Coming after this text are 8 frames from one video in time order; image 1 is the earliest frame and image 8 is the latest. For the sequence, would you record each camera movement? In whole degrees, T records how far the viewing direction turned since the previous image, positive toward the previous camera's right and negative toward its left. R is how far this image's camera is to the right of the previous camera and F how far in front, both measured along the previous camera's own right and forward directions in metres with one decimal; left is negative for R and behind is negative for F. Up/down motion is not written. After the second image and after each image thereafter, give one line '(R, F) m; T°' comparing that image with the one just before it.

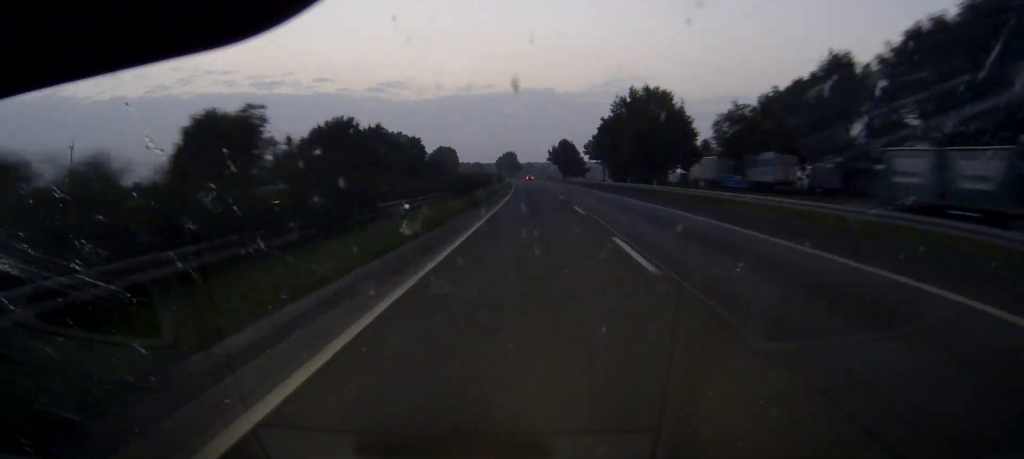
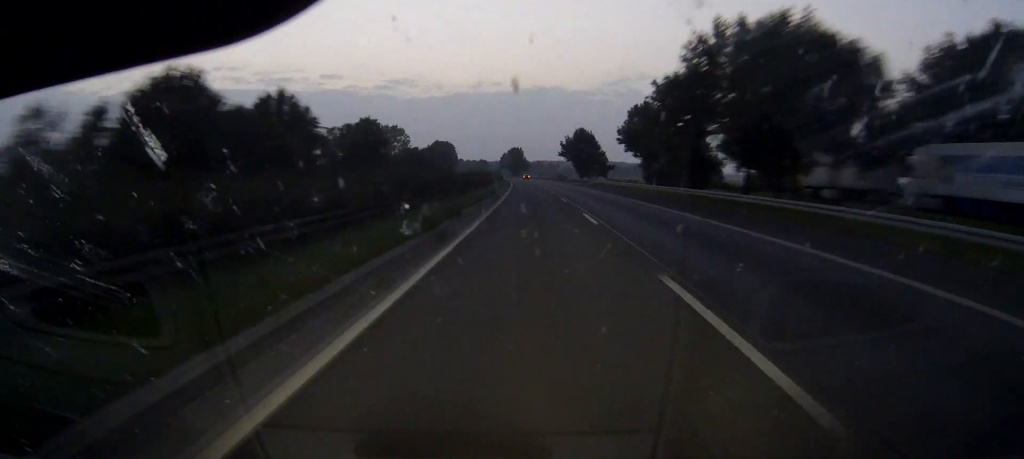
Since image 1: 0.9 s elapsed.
(-0.3, +43.1) m; -1°
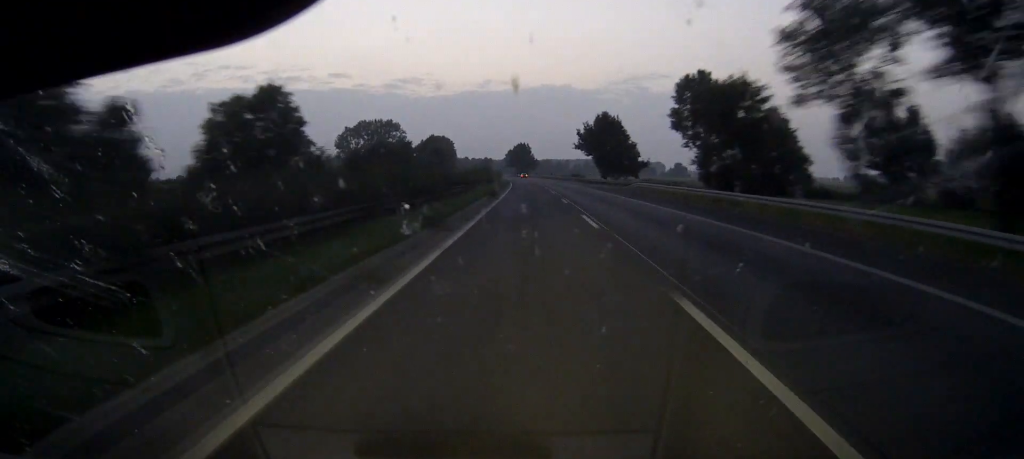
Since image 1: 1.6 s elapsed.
(-0.2, +38.1) m; -1°
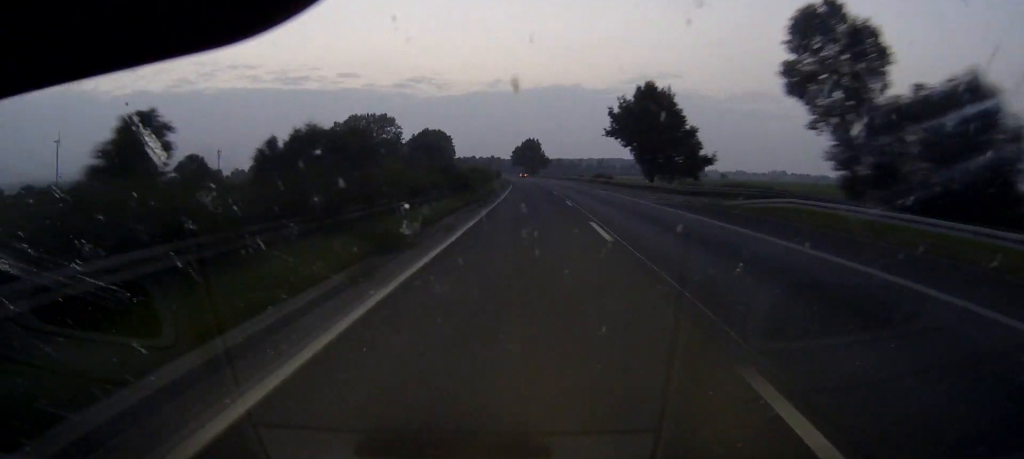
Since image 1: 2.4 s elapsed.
(-0.4, +39.8) m; -1°
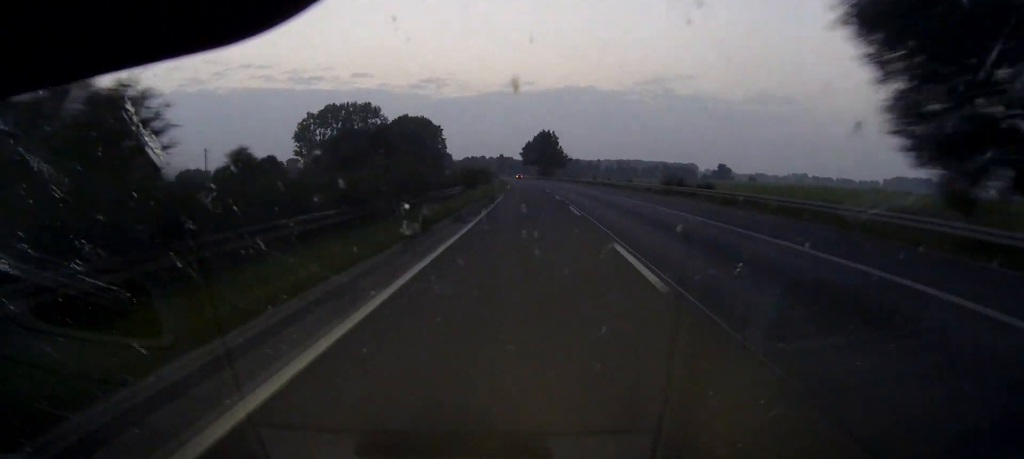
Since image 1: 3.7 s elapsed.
(-0.7, +61.6) m; -1°
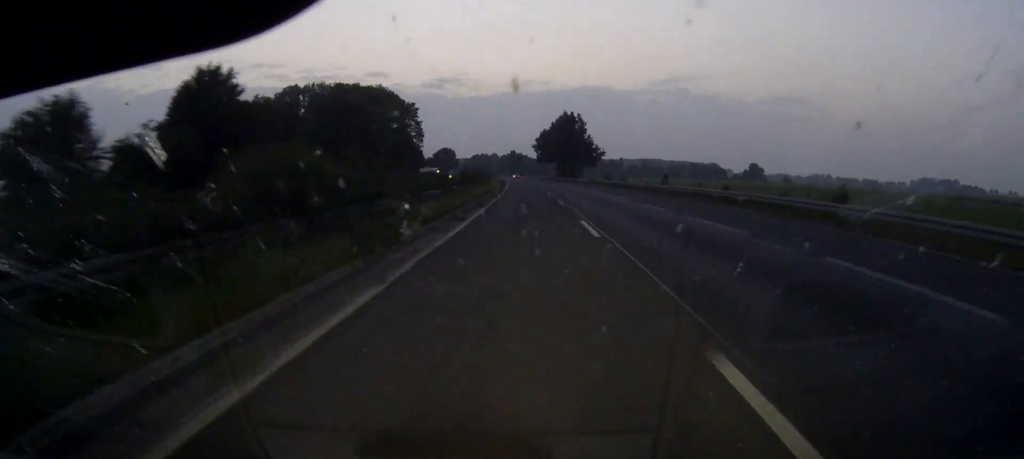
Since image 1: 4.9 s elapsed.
(-0.8, +63.8) m; -1°
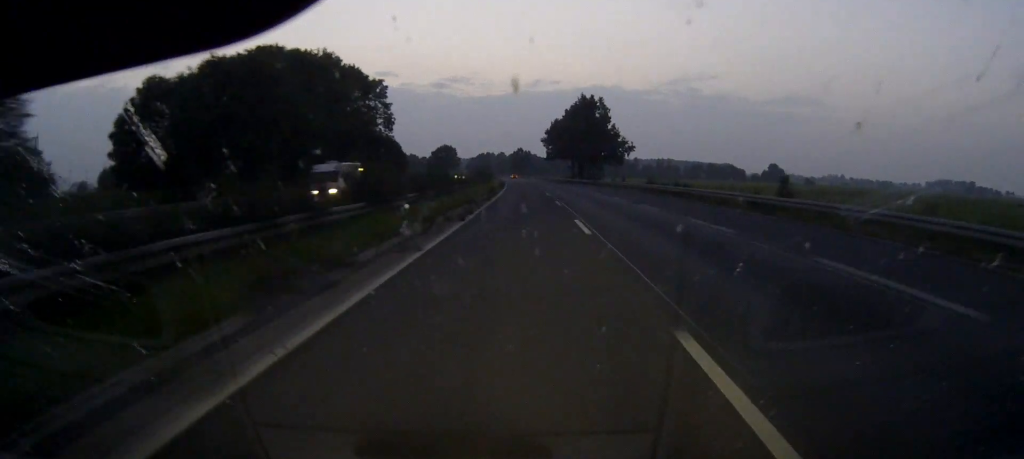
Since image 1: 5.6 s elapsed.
(-0.1, +35.4) m; -1°
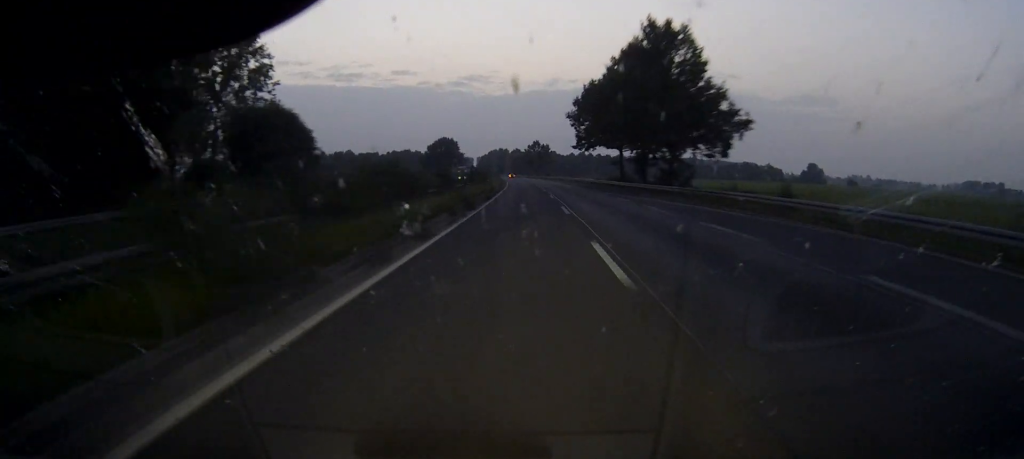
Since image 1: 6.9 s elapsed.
(-0.8, +62.8) m; -1°
